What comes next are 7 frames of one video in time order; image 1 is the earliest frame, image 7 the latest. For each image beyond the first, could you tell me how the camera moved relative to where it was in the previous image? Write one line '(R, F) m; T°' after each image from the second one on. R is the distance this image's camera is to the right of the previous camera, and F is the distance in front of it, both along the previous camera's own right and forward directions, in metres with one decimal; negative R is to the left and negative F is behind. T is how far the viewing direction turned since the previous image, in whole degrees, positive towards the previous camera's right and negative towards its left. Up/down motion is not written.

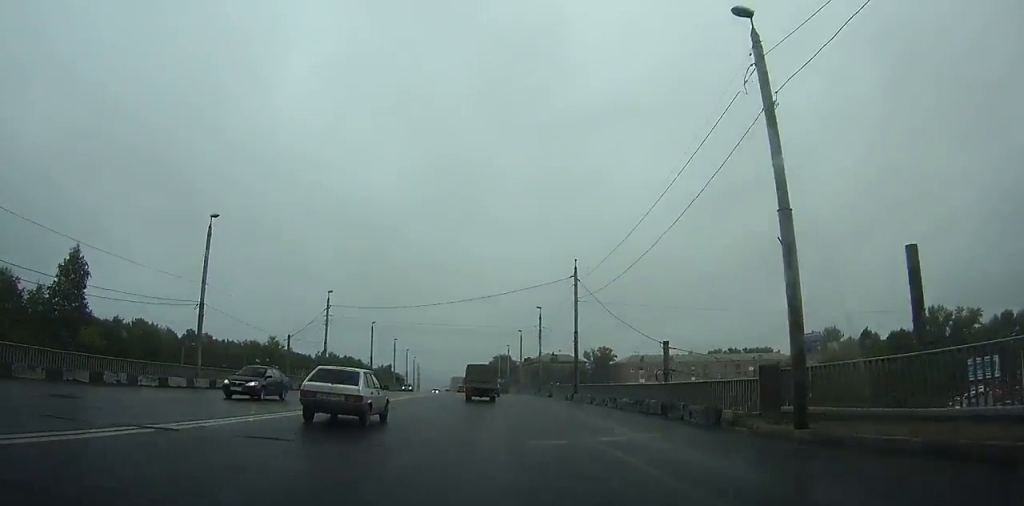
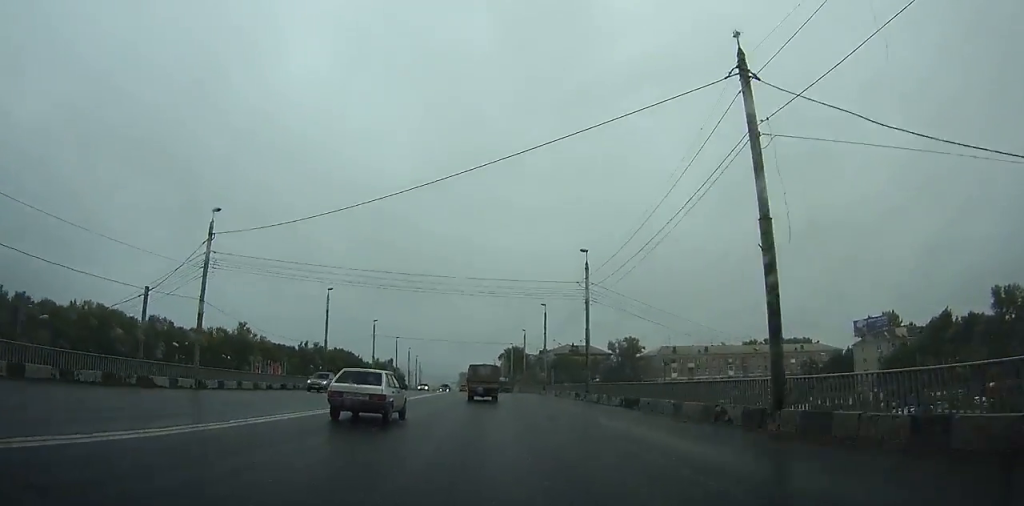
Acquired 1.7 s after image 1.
(-0.3, +30.1) m; -1°
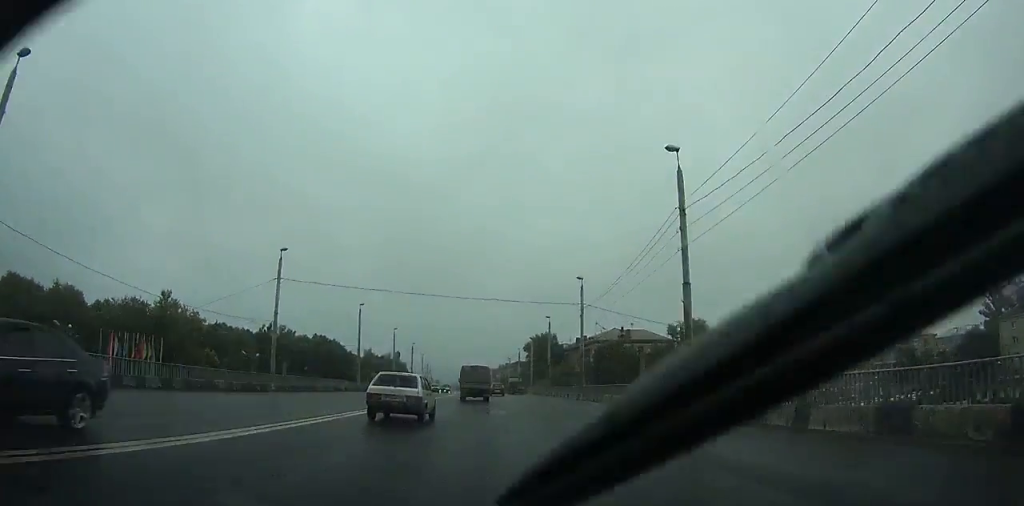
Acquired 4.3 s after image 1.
(-0.8, +47.3) m; -2°
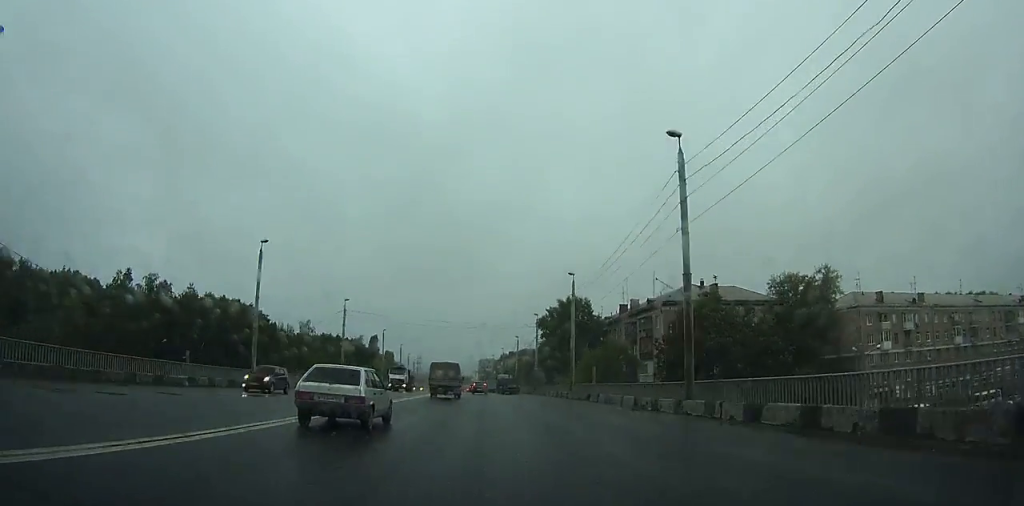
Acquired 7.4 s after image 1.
(-1.0, +57.2) m; -1°
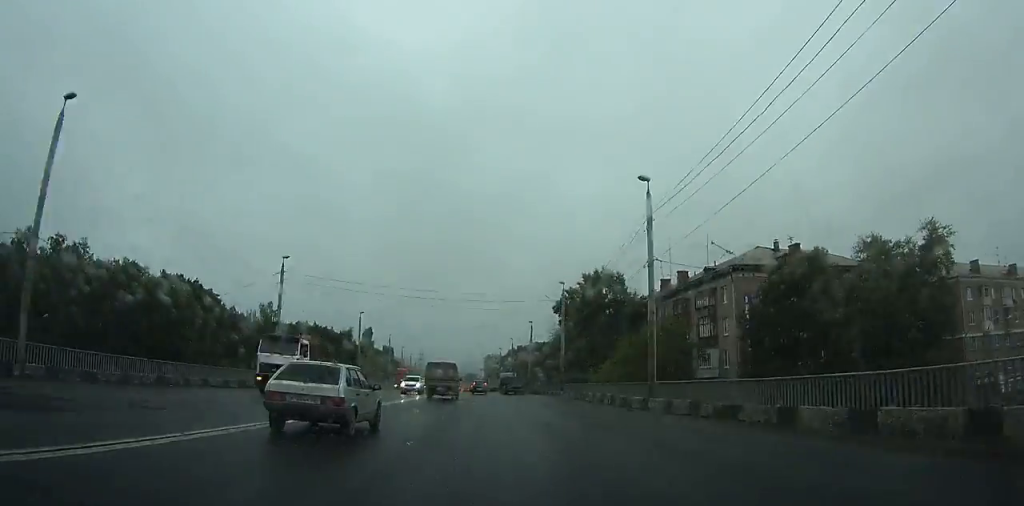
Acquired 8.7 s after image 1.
(+0.1, +22.9) m; 0°
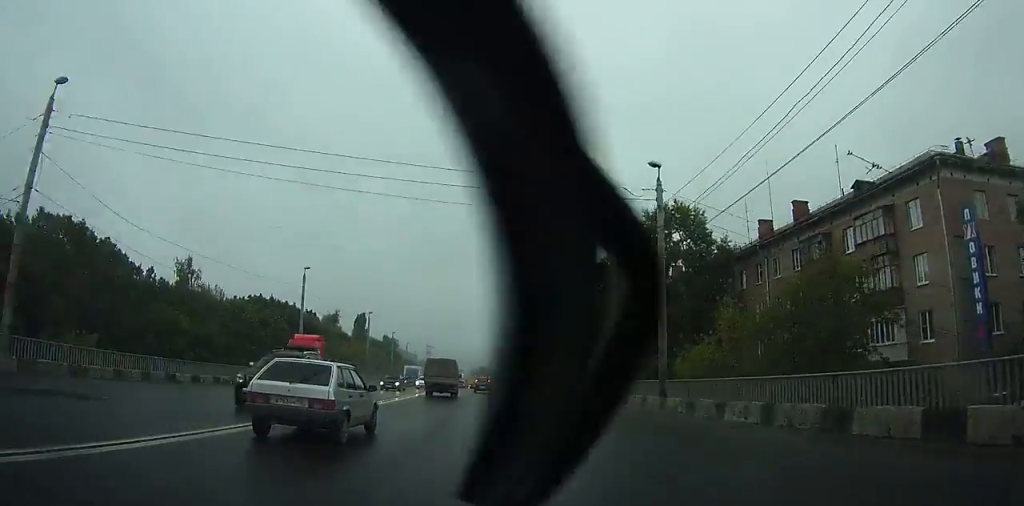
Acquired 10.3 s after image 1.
(-0.1, +29.4) m; -1°
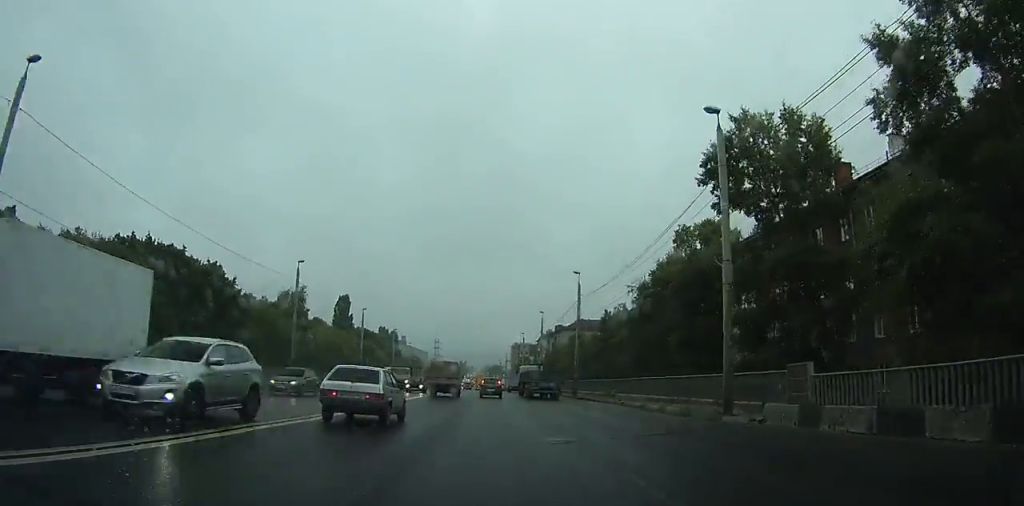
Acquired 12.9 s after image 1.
(-0.5, +40.4) m; -2°
